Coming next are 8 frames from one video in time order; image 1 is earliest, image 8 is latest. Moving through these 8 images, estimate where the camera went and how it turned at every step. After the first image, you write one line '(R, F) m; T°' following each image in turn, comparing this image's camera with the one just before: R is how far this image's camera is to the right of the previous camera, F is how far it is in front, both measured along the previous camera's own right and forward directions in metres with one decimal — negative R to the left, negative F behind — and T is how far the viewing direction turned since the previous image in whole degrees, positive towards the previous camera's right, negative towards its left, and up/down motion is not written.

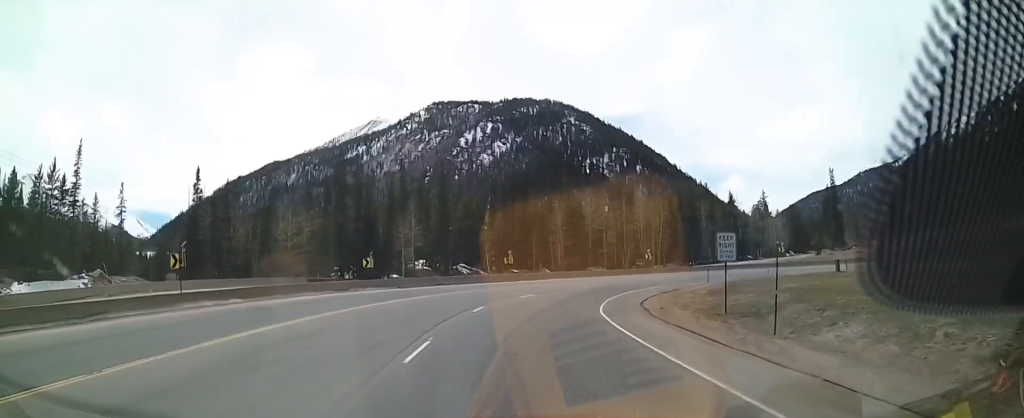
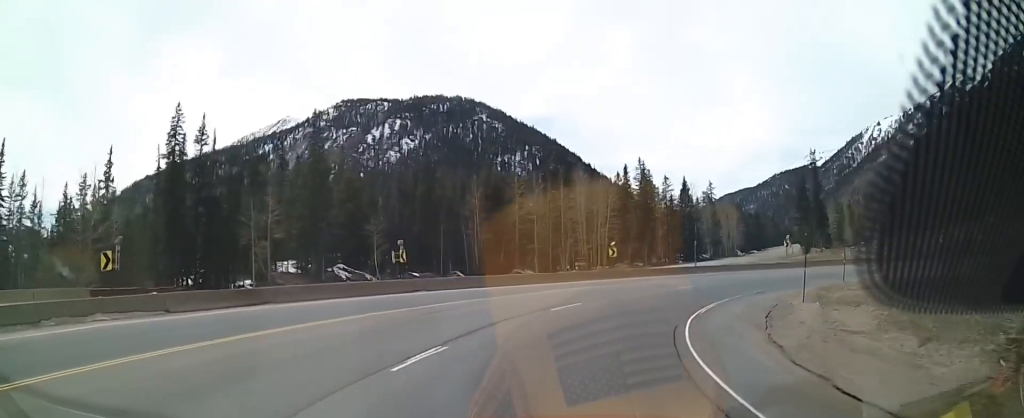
(+1.2, +24.1) m; +16°
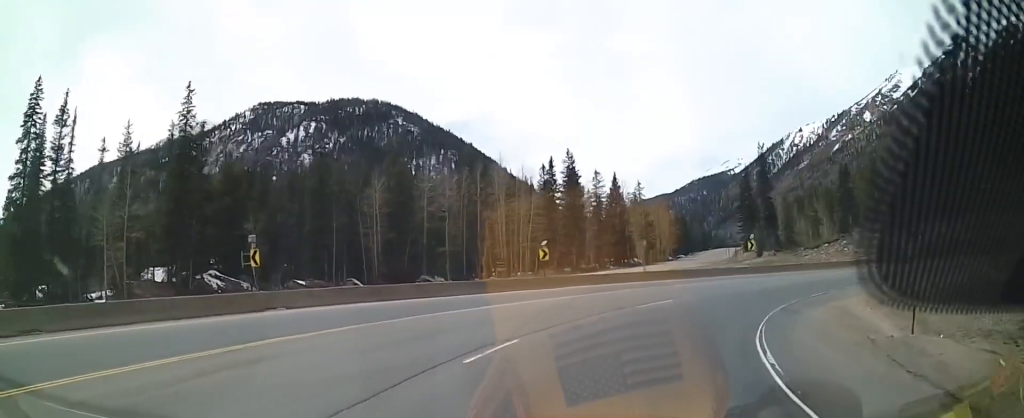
(+1.4, +11.1) m; +10°
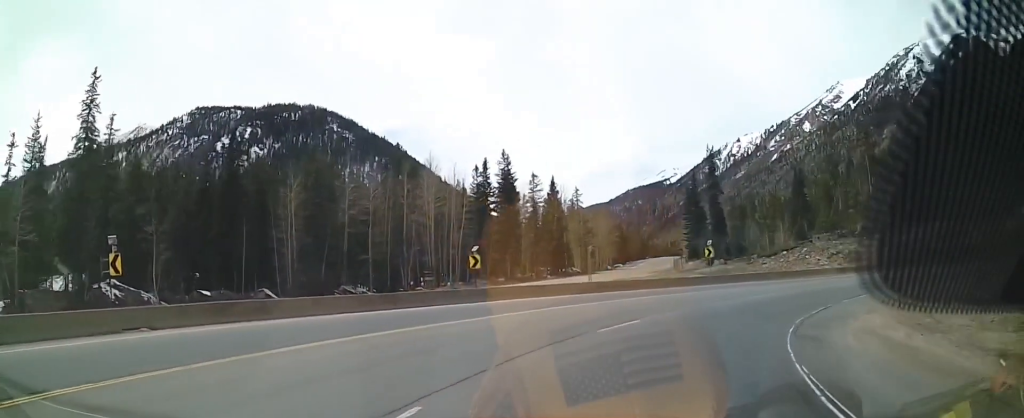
(+0.1, +5.7) m; +6°
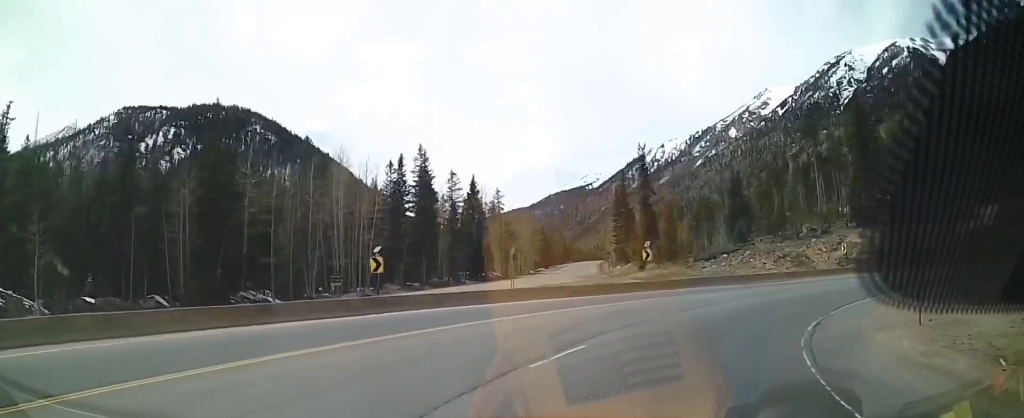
(+0.3, +5.3) m; +12°
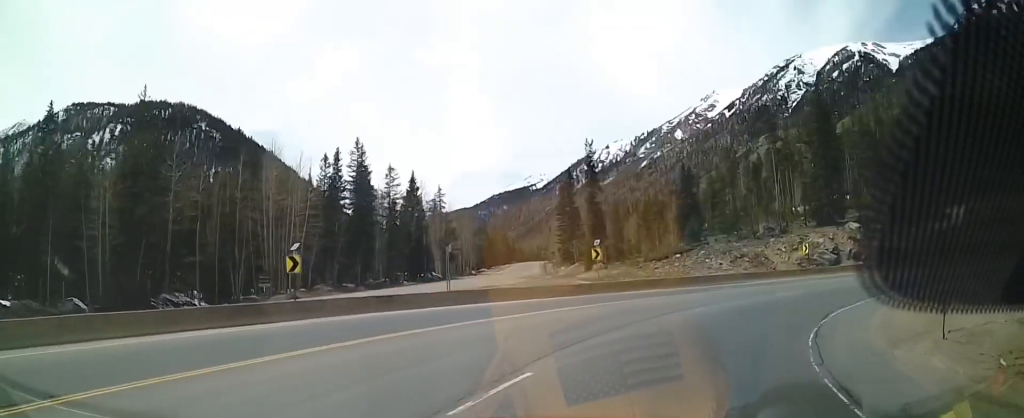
(0.0, +3.2) m; +10°
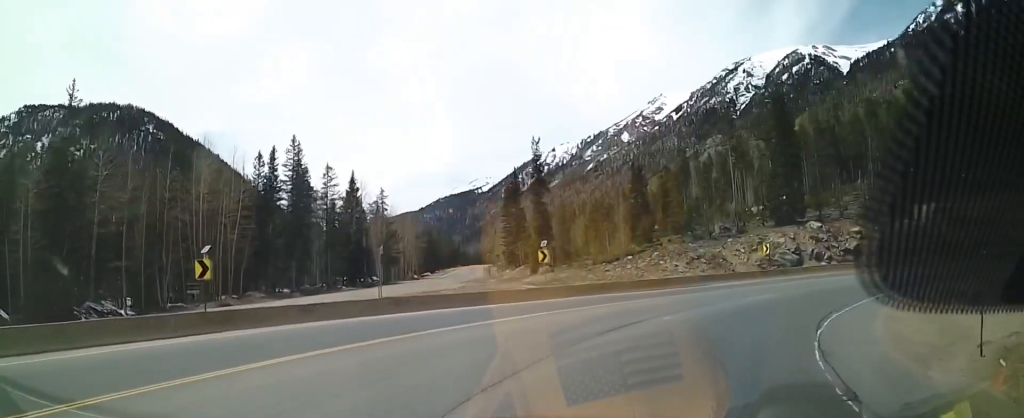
(+0.4, +2.9) m; +8°
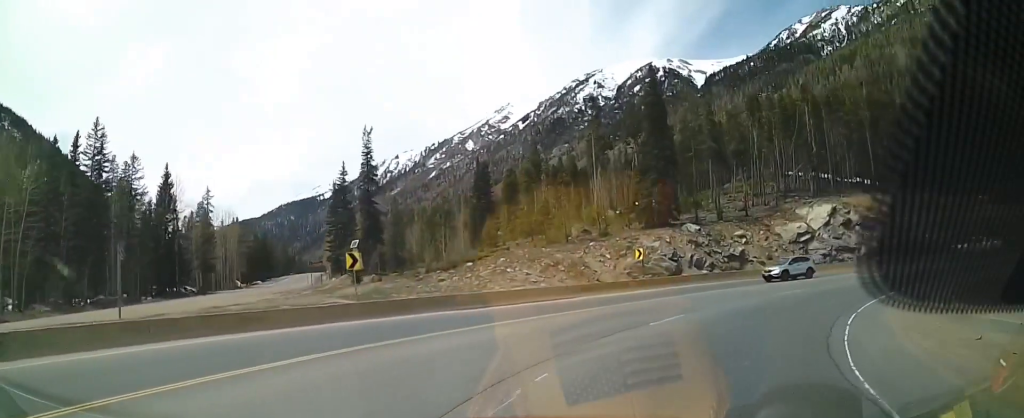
(+1.8, +8.8) m; +16°
